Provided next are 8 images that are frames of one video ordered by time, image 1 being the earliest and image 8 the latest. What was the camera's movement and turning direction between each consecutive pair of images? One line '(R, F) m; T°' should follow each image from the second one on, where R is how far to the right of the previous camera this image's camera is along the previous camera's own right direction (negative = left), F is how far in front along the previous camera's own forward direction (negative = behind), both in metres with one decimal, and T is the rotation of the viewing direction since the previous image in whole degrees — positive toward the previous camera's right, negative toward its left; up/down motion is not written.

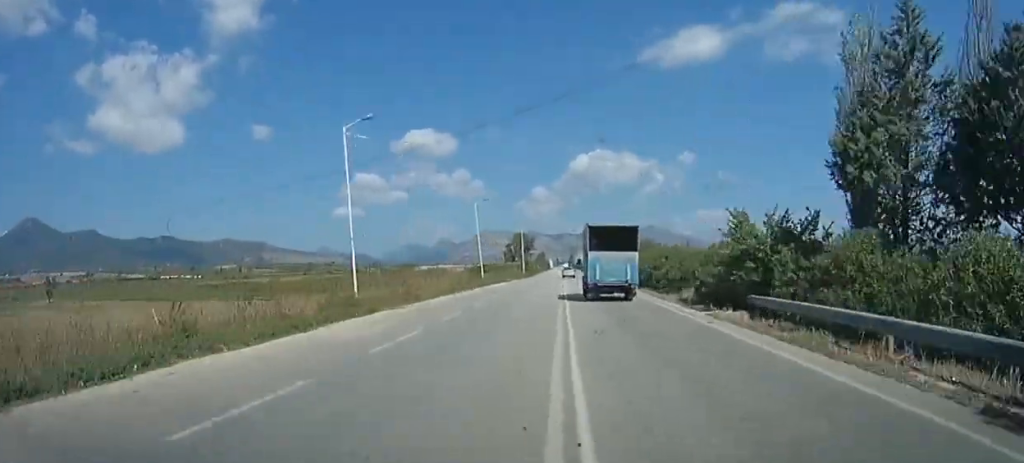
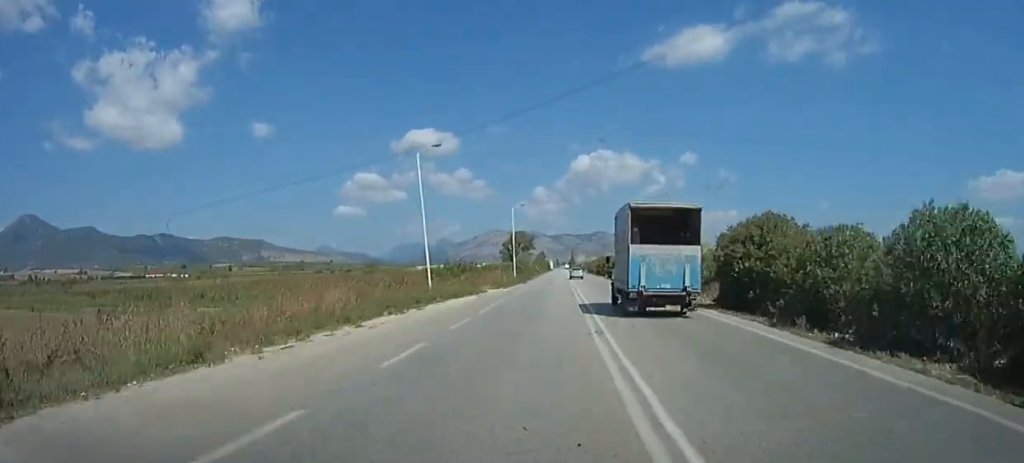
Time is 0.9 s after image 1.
(0.0, +24.4) m; 0°
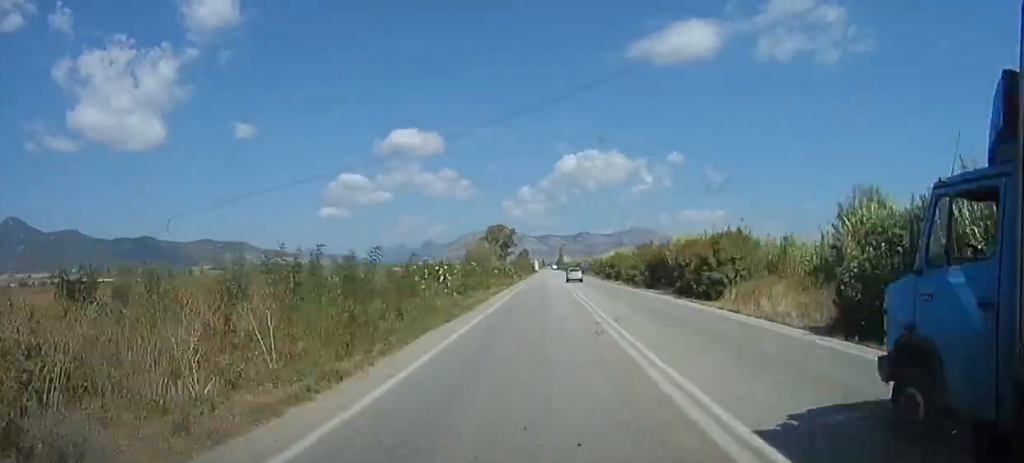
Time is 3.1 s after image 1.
(0.0, +58.3) m; 0°
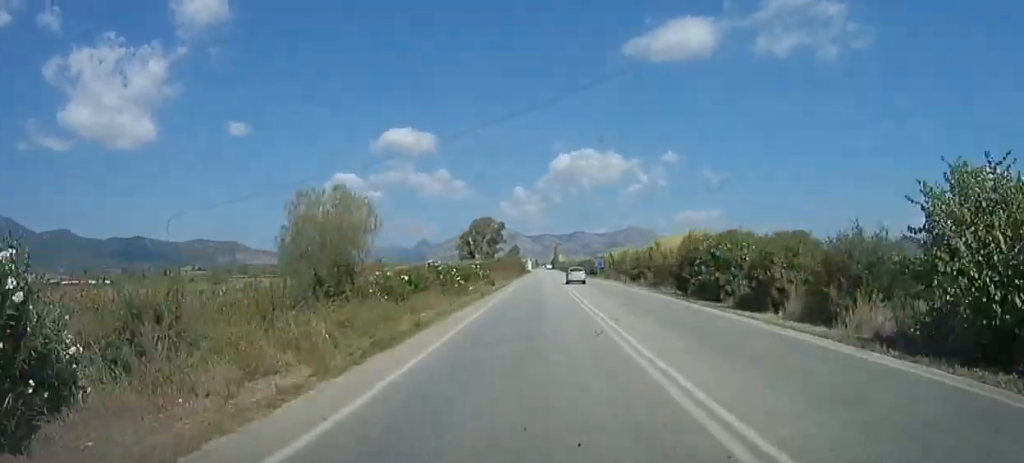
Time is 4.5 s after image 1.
(-0.2, +38.3) m; +1°
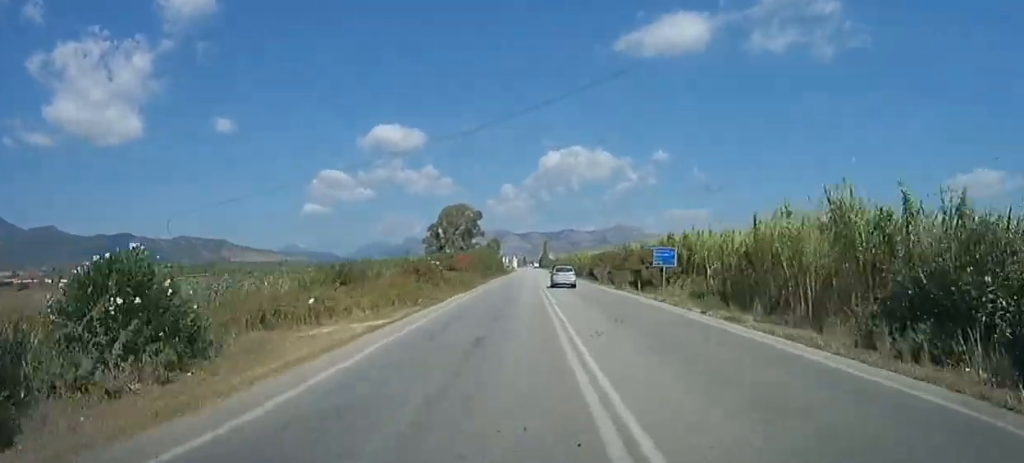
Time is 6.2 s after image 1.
(+1.0, +44.3) m; +1°
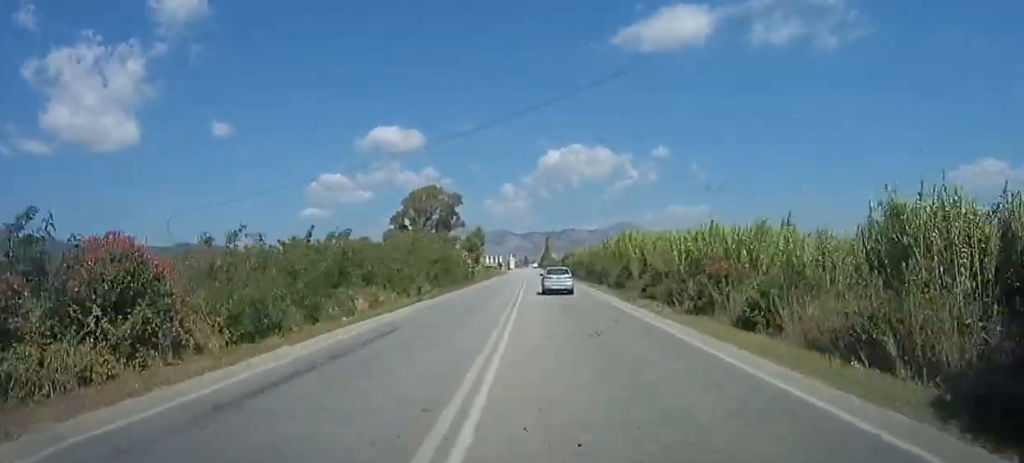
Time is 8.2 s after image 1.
(+0.3, +53.4) m; 0°
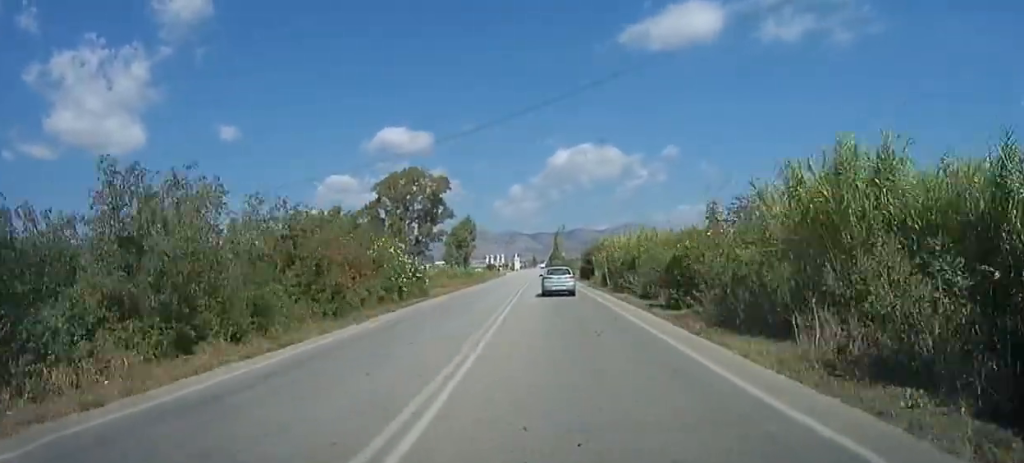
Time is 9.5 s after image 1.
(0.0, +30.6) m; -1°
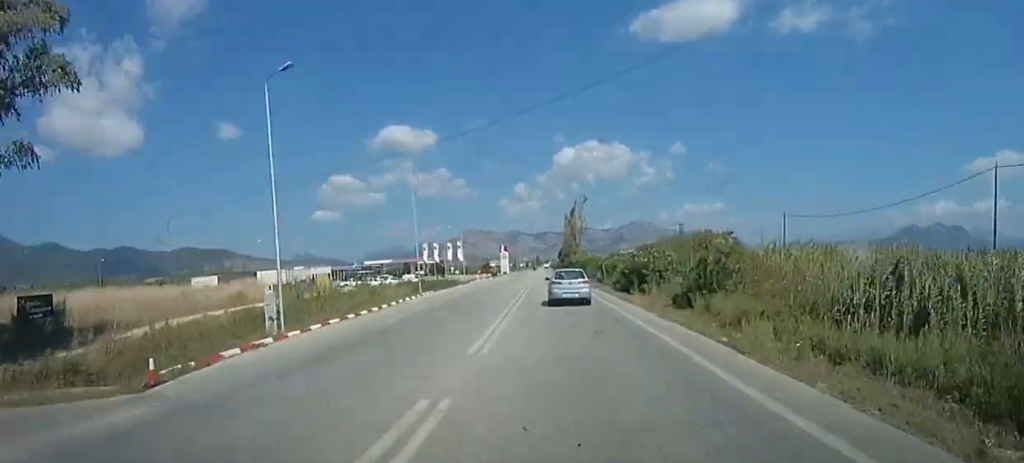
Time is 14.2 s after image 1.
(-0.7, +110.8) m; -1°
